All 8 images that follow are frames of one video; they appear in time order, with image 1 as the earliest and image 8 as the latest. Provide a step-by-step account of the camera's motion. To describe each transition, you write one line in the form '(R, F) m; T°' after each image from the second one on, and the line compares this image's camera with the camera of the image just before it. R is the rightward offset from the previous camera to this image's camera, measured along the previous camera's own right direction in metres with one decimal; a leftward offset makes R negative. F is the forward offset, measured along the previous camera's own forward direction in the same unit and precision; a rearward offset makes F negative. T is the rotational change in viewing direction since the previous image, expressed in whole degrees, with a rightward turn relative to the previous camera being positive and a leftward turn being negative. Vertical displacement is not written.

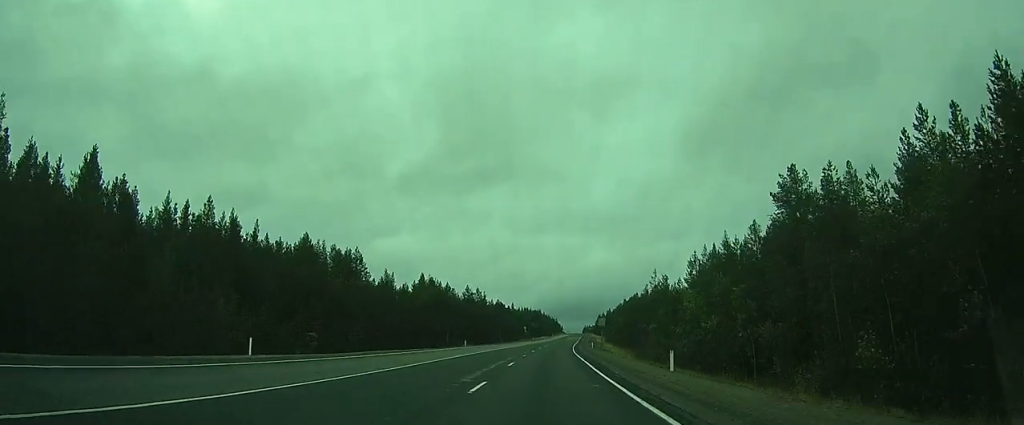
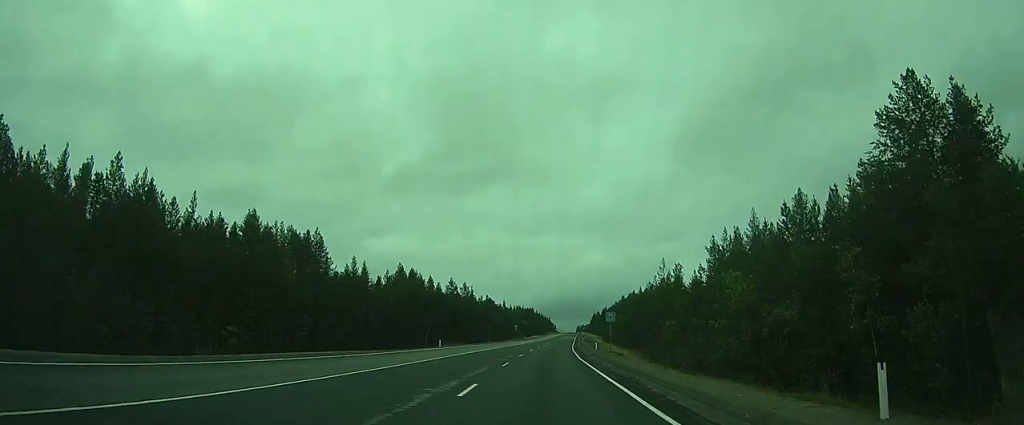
(+0.2, +15.6) m; +1°
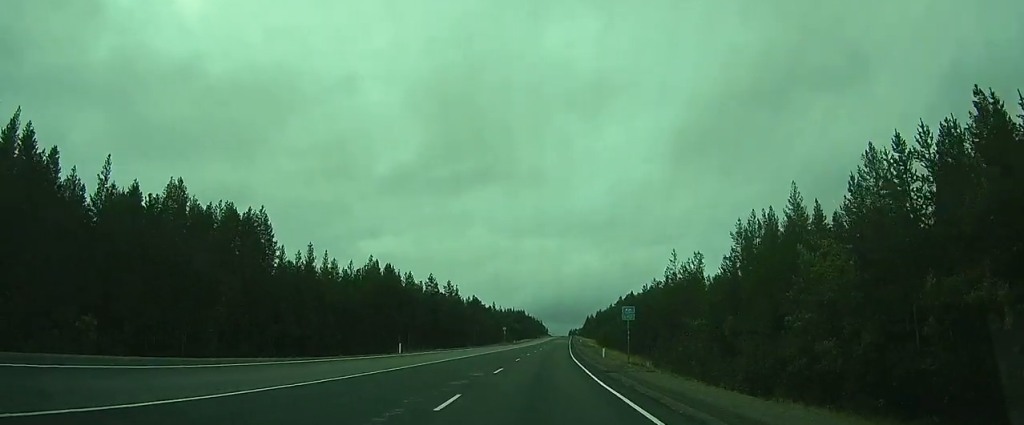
(0.0, +15.4) m; 0°
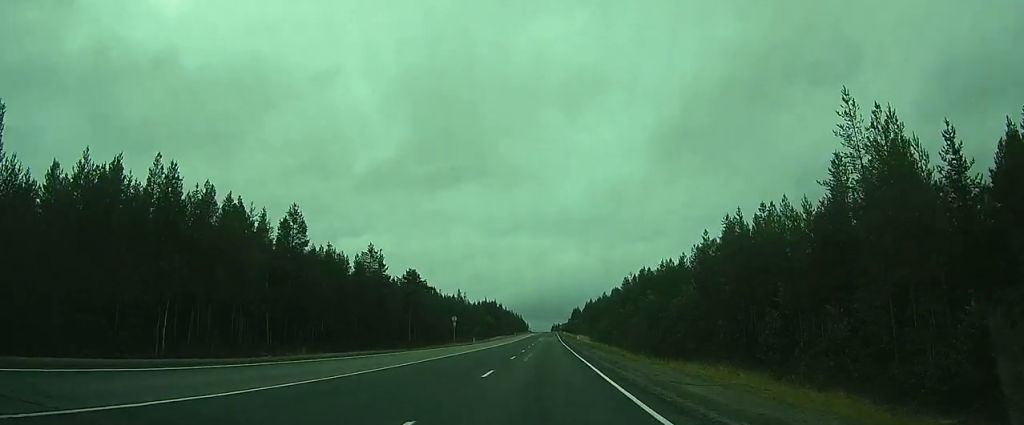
(+0.5, +57.3) m; +3°
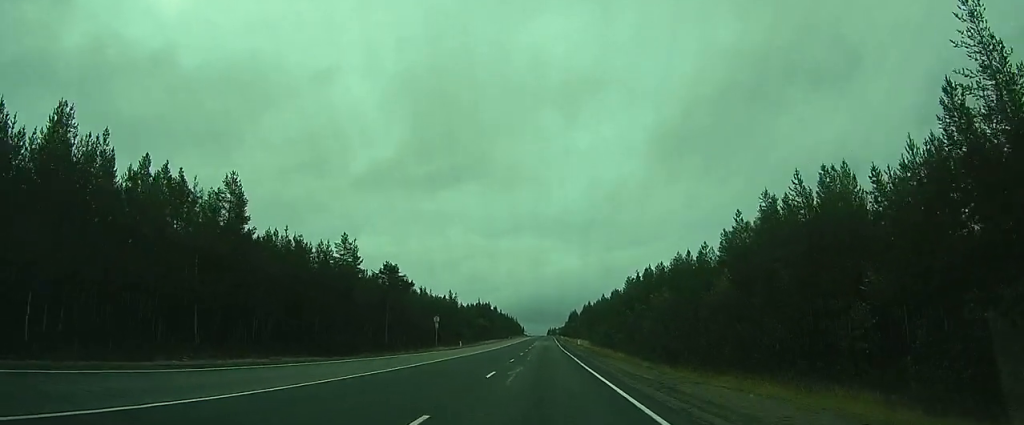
(+0.1, +11.6) m; +1°
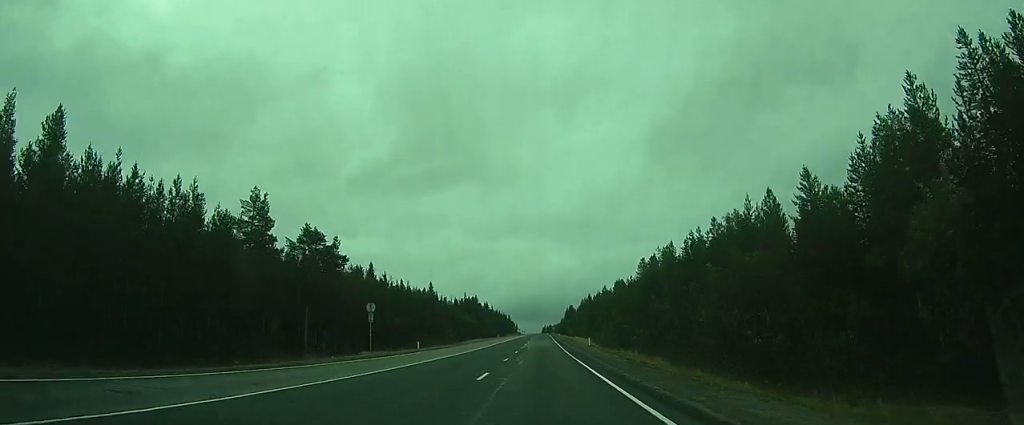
(+0.4, +26.2) m; +1°
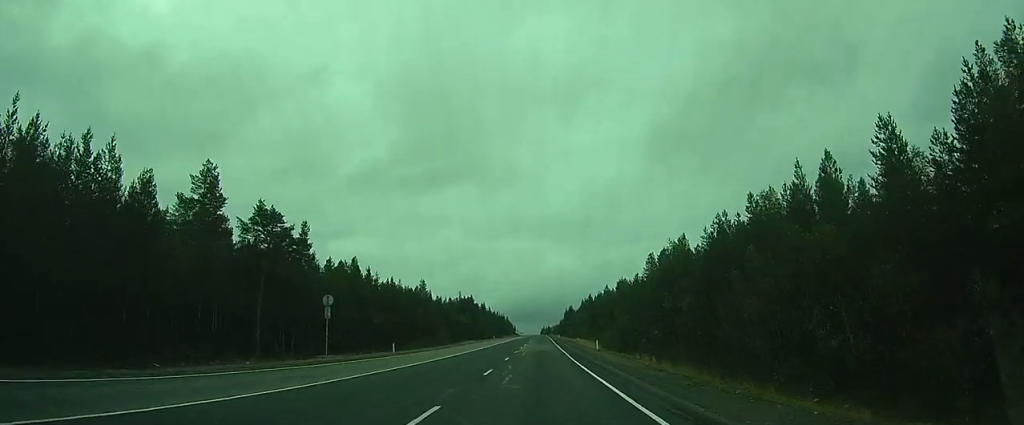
(0.0, +9.4) m; 0°
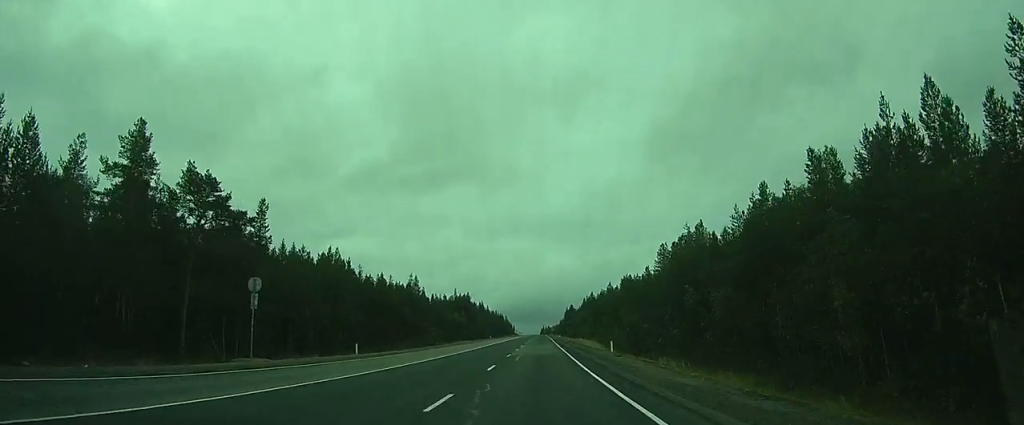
(0.0, +10.2) m; 0°
